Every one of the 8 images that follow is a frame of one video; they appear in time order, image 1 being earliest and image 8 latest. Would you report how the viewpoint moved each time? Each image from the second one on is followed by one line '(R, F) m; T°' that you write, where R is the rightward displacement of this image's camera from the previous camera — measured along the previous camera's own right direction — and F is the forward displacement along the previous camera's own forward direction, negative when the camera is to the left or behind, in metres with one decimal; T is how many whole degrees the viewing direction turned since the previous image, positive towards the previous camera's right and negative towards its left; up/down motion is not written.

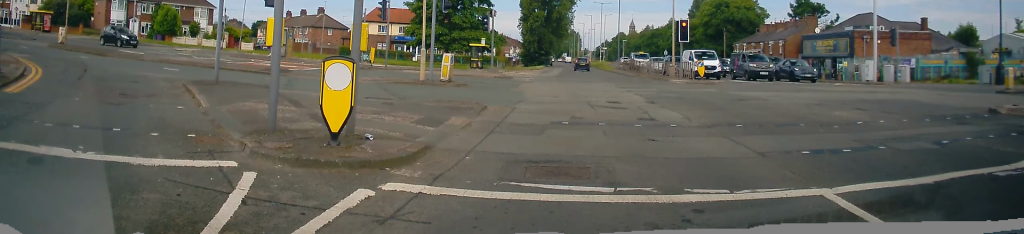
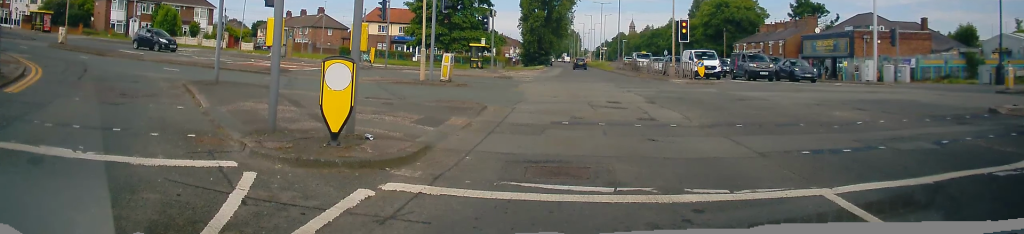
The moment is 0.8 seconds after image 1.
(0.0, 0.0) m; 0°
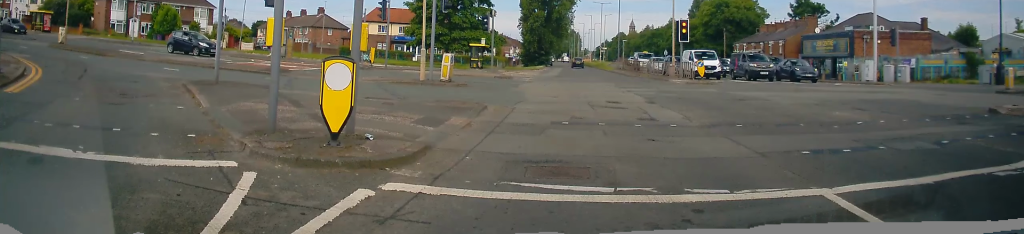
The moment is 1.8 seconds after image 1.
(0.0, 0.0) m; 0°
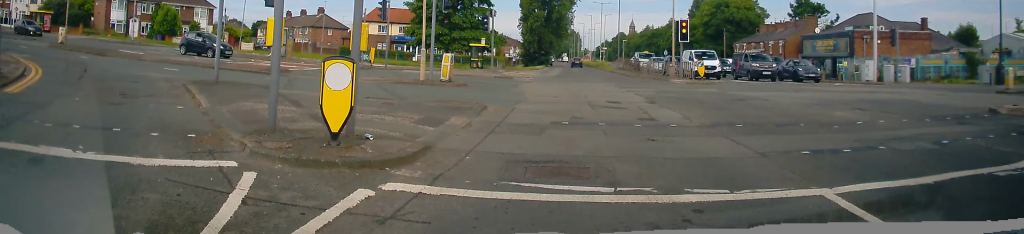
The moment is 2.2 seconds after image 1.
(0.0, 0.0) m; 0°
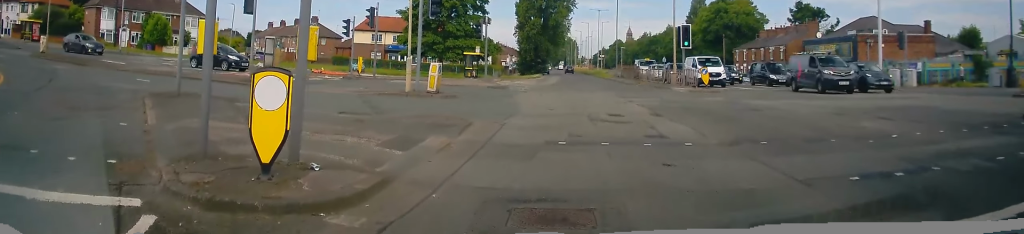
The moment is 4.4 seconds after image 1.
(+0.2, +1.2) m; -1°
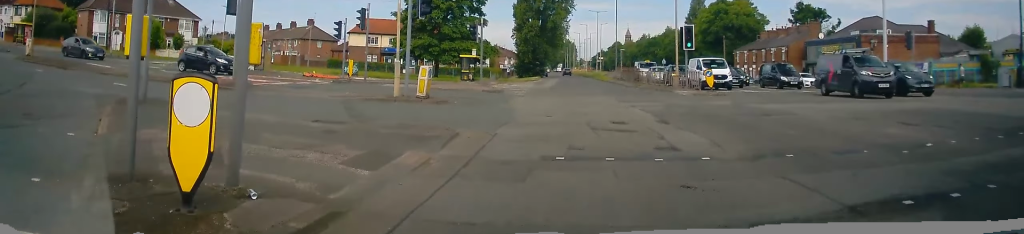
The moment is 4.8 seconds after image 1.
(+0.1, +0.8) m; -2°
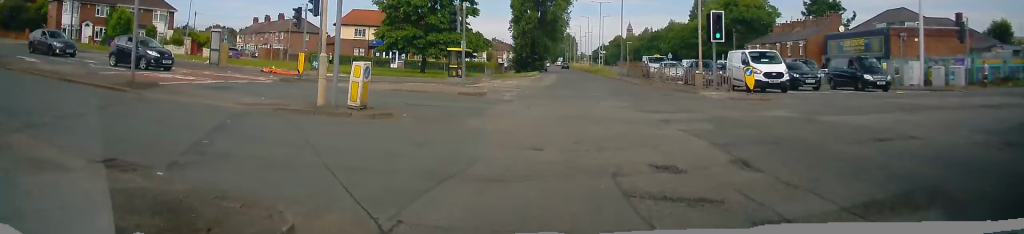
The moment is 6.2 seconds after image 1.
(-0.2, +5.0) m; +1°
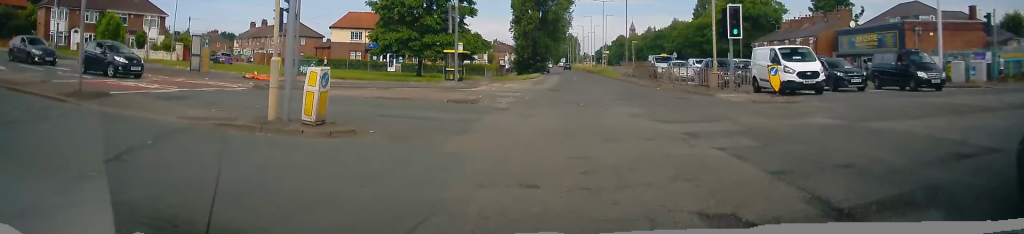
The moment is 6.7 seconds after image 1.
(+0.2, +2.2) m; +1°
